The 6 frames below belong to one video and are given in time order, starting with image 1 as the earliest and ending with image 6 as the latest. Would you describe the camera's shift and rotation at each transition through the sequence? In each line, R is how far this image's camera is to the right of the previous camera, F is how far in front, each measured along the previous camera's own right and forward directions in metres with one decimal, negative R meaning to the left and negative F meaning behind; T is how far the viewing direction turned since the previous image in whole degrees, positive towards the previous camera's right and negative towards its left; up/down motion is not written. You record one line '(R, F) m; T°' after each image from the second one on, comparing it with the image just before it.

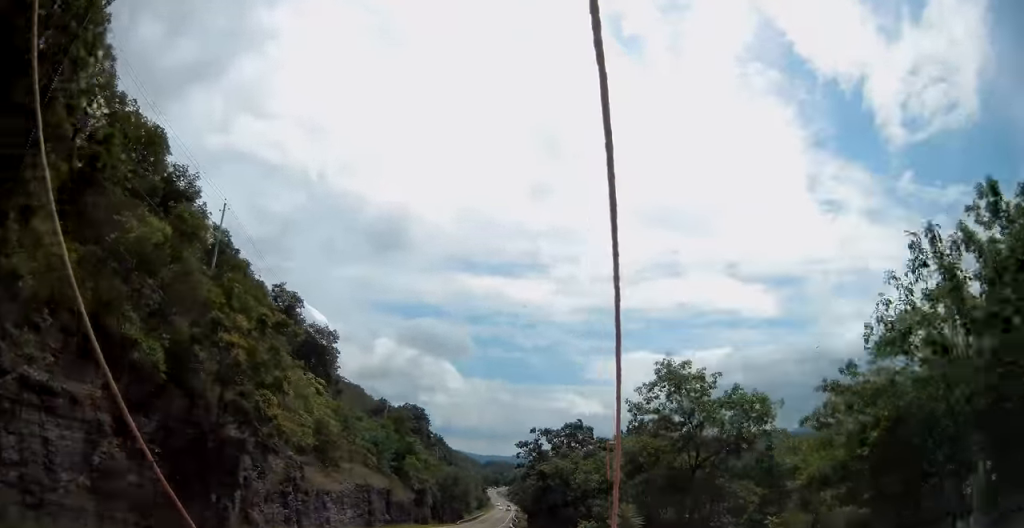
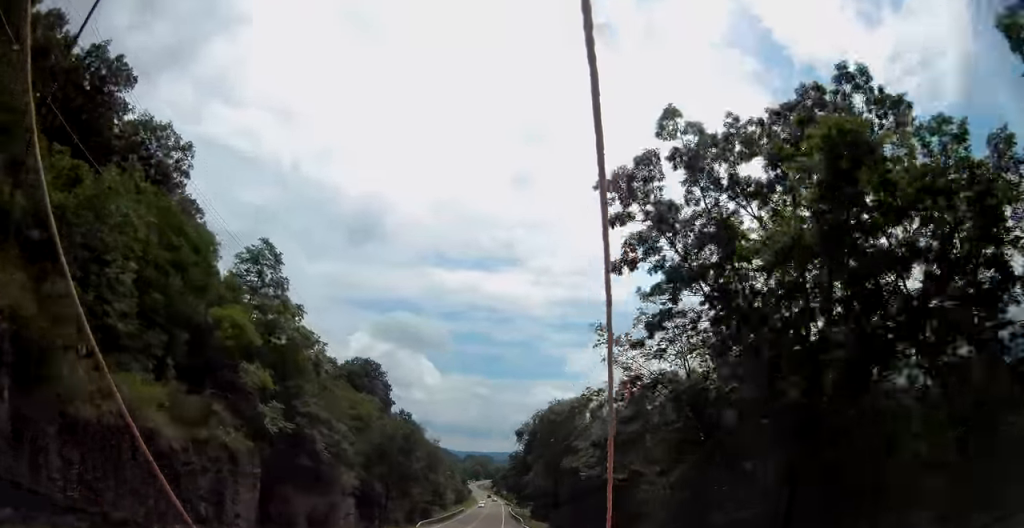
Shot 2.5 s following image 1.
(+0.7, +56.3) m; +2°
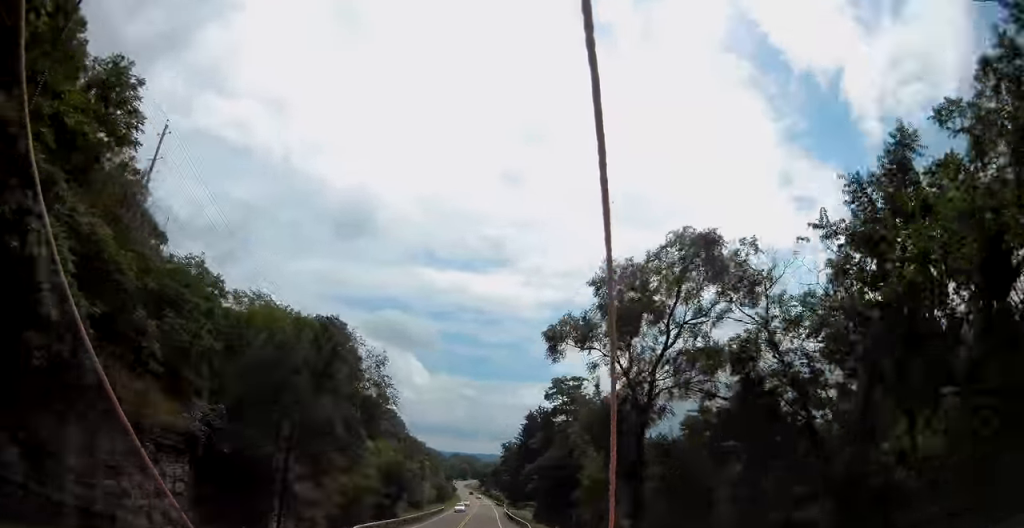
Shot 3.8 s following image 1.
(-0.1, +29.3) m; 0°
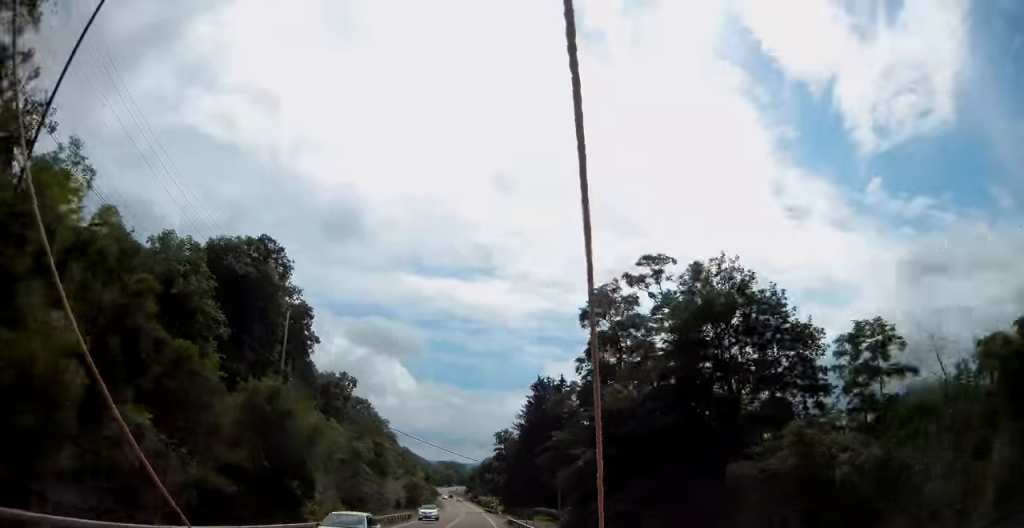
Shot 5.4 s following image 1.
(+0.3, +36.7) m; +1°
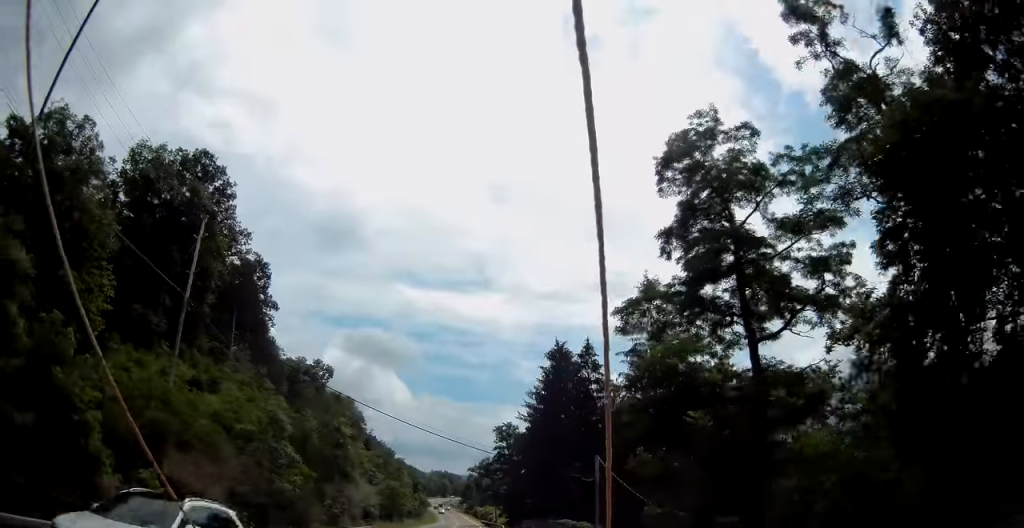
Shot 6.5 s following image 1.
(+0.3, +23.7) m; 0°
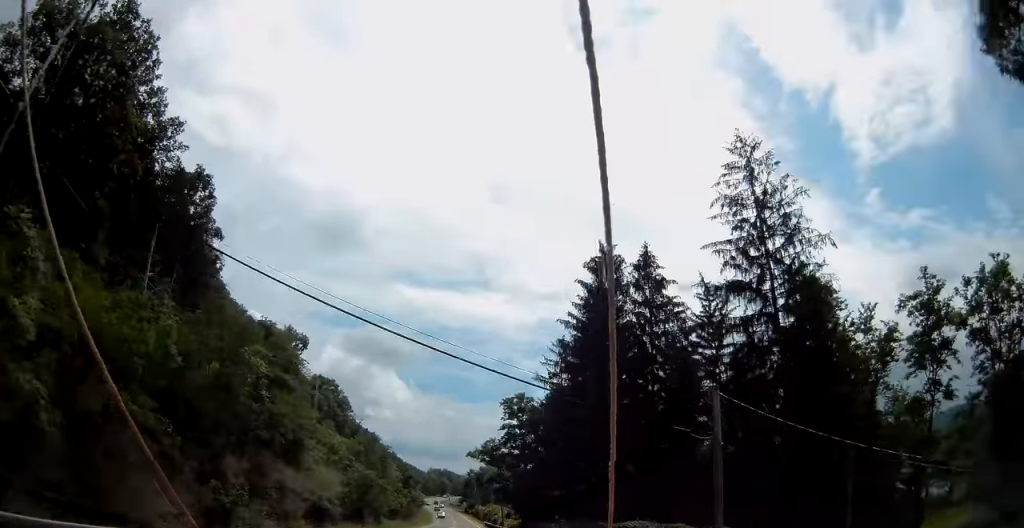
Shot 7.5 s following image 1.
(-0.1, +23.1) m; 0°
